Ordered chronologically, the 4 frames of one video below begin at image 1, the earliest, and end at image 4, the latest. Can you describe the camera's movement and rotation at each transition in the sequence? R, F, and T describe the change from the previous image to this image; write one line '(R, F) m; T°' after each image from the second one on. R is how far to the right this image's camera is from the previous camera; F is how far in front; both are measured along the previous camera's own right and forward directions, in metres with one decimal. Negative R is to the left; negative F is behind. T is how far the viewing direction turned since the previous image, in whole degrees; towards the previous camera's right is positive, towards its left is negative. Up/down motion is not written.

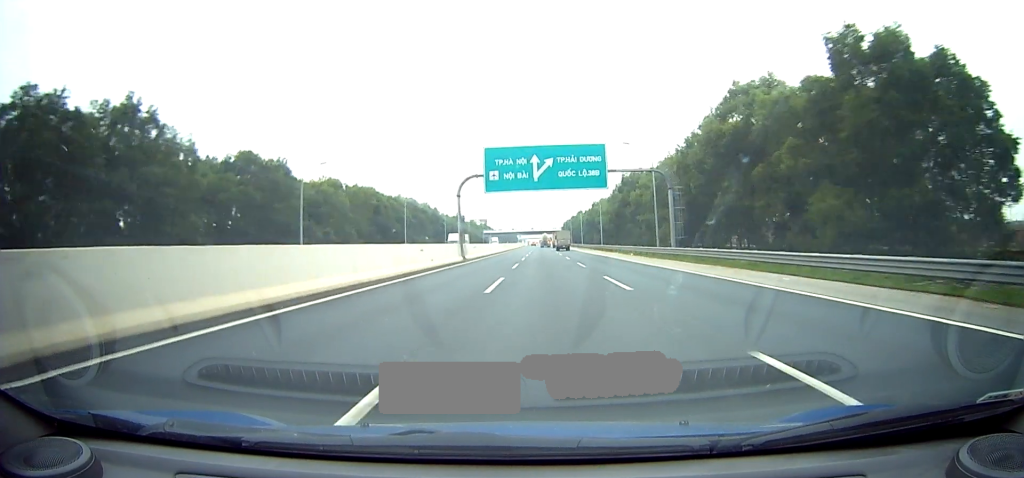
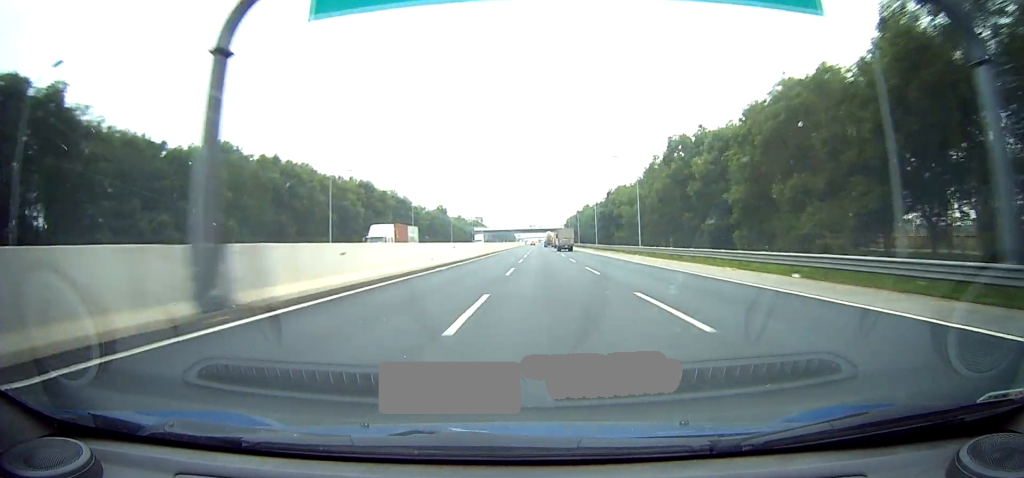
(-0.4, +33.2) m; -1°
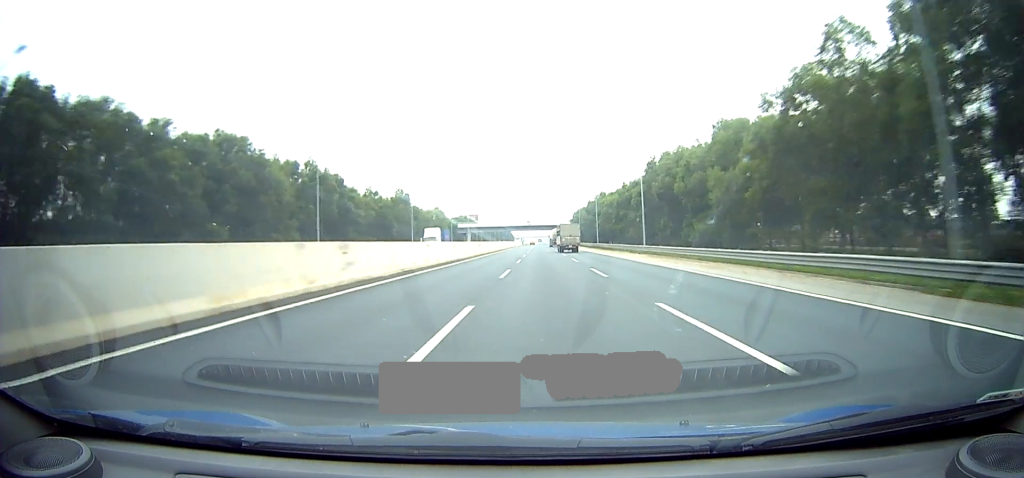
(+0.5, +44.0) m; +1°
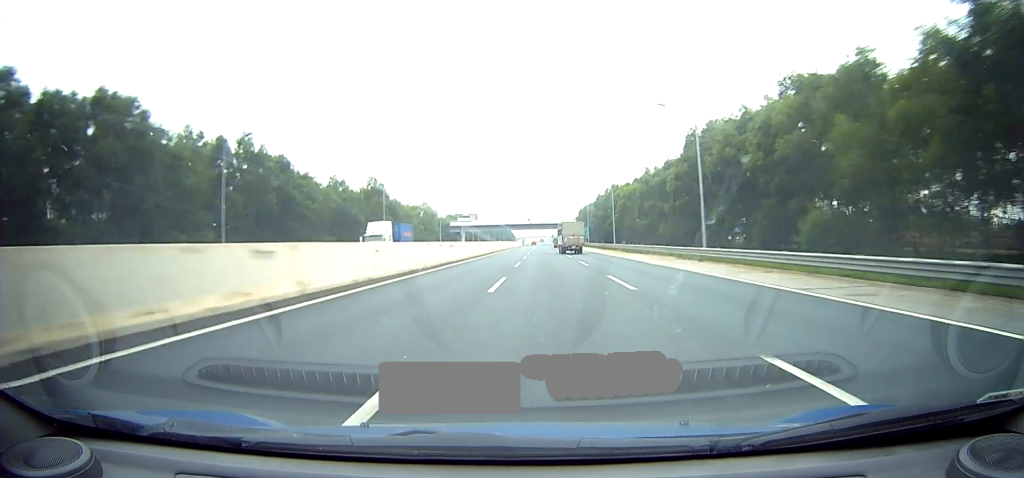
(0.0, +19.4) m; +1°
